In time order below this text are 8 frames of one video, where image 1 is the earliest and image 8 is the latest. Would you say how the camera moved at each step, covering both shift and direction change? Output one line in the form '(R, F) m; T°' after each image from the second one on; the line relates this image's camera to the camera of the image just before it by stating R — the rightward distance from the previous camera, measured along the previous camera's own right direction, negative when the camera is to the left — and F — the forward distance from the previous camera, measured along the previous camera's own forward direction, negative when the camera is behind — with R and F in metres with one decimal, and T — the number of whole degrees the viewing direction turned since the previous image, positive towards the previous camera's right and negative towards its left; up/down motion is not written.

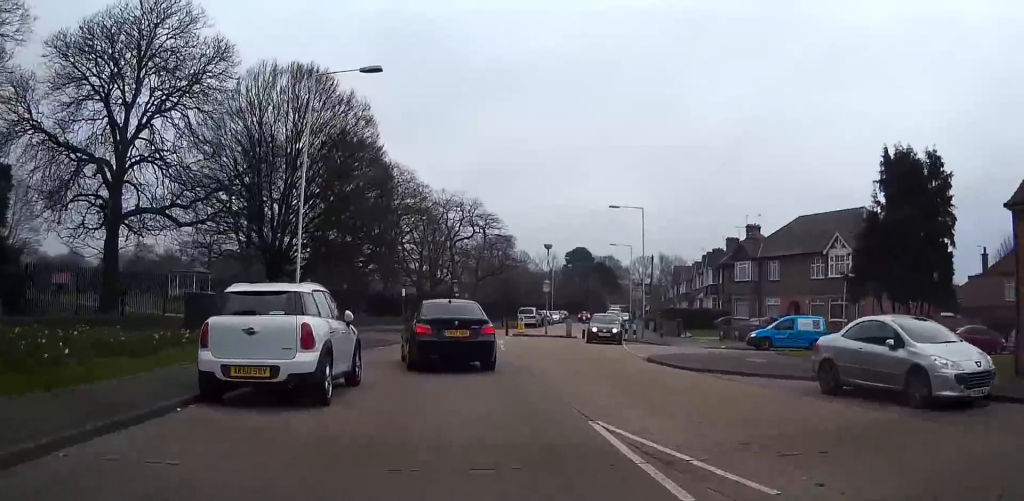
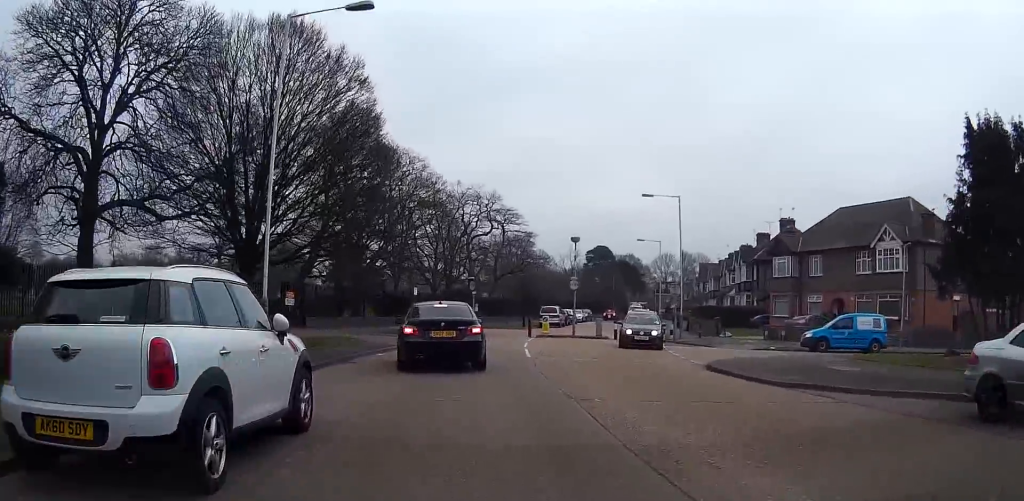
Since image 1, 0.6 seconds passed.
(-0.1, +4.9) m; -1°
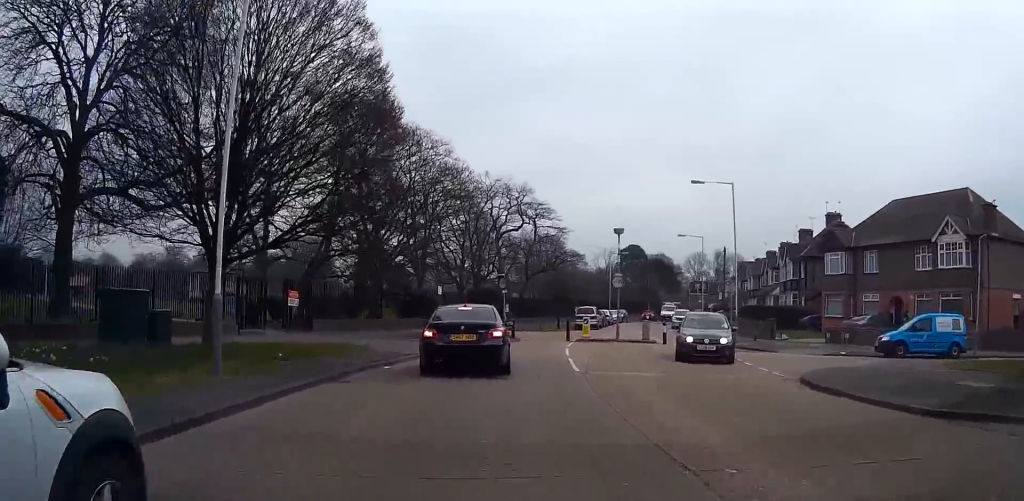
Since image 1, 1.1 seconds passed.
(0.0, +4.7) m; -1°
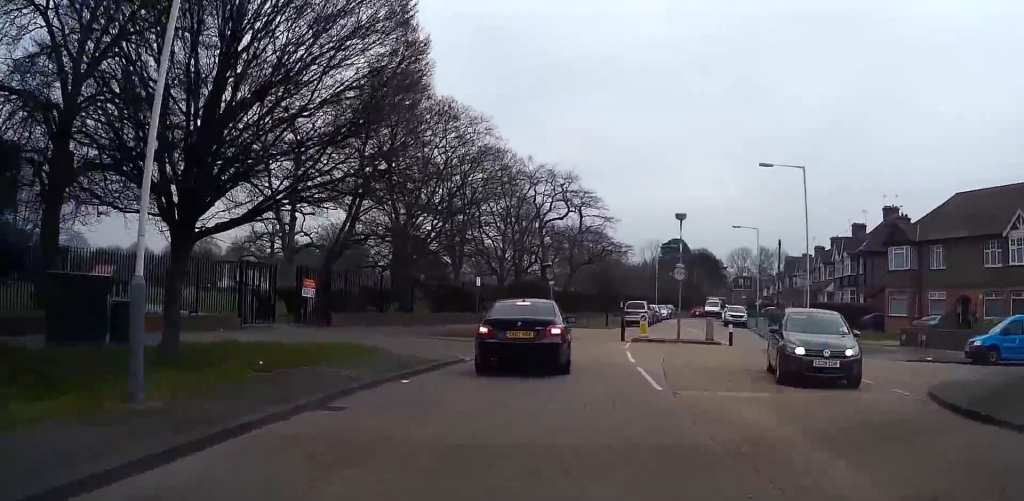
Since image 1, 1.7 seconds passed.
(+0.1, +4.4) m; -1°
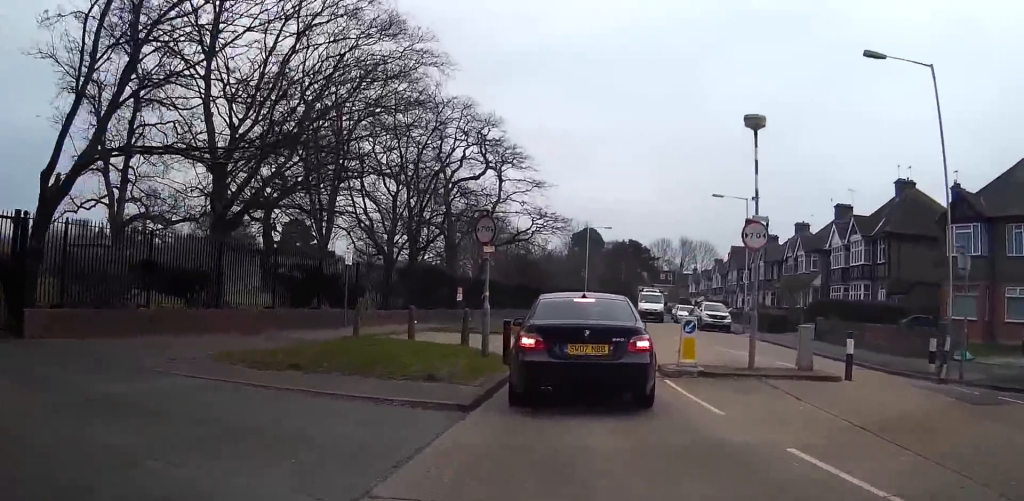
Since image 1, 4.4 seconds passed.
(-0.2, +17.2) m; +5°
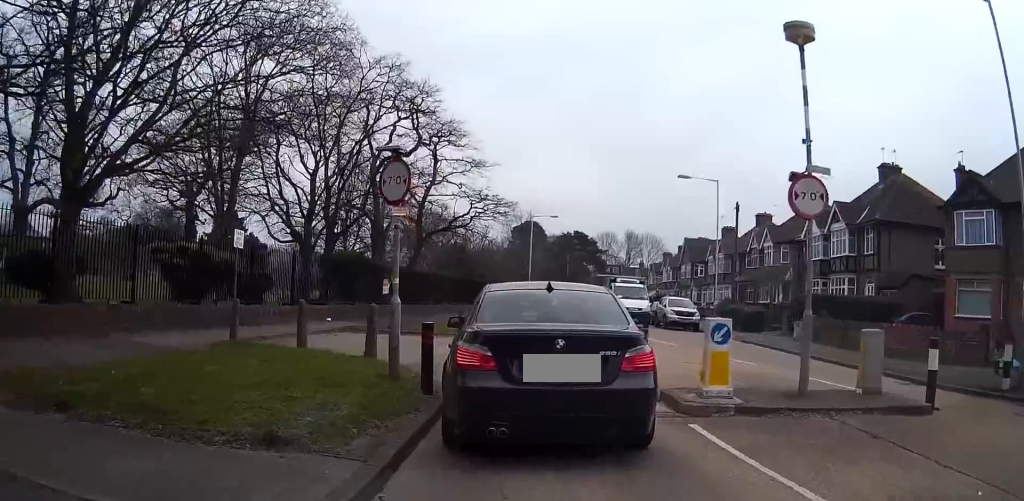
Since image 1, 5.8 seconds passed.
(+0.4, +5.9) m; +6°
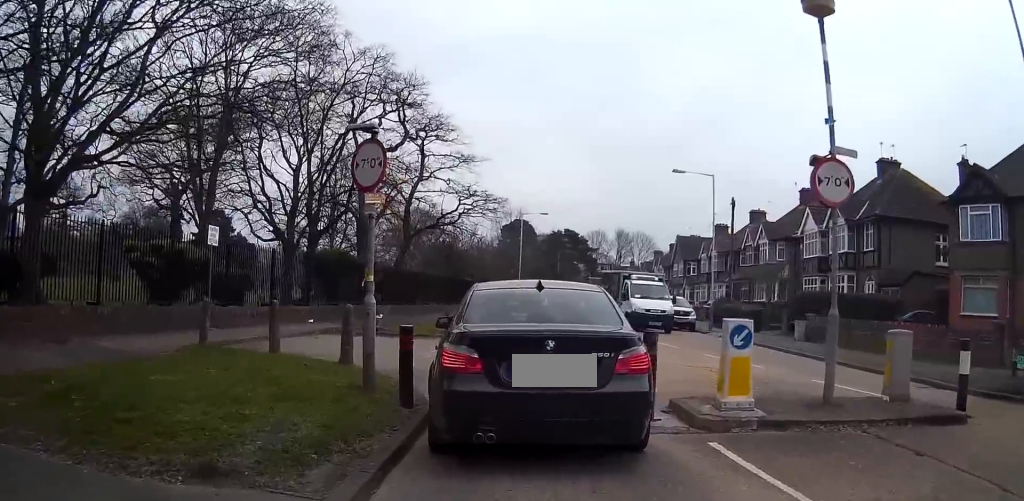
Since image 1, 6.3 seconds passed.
(0.0, +1.2) m; -1°
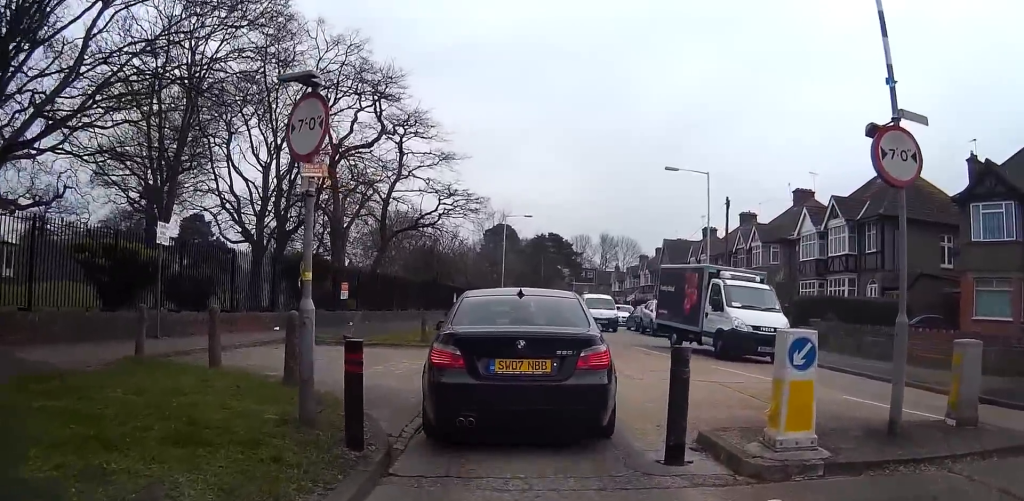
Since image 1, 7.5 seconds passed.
(-0.1, +2.4) m; 0°
